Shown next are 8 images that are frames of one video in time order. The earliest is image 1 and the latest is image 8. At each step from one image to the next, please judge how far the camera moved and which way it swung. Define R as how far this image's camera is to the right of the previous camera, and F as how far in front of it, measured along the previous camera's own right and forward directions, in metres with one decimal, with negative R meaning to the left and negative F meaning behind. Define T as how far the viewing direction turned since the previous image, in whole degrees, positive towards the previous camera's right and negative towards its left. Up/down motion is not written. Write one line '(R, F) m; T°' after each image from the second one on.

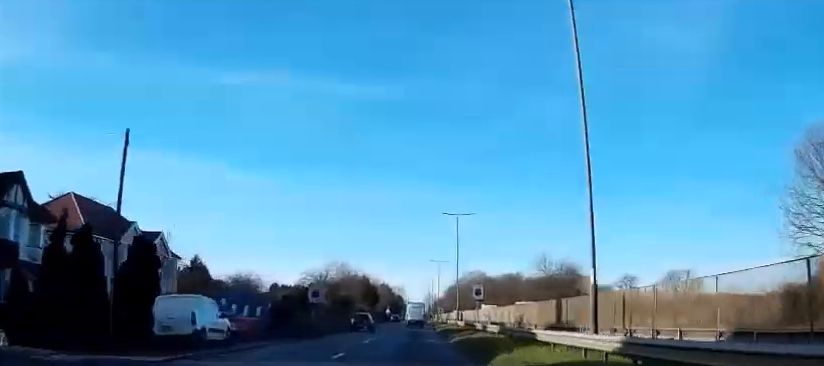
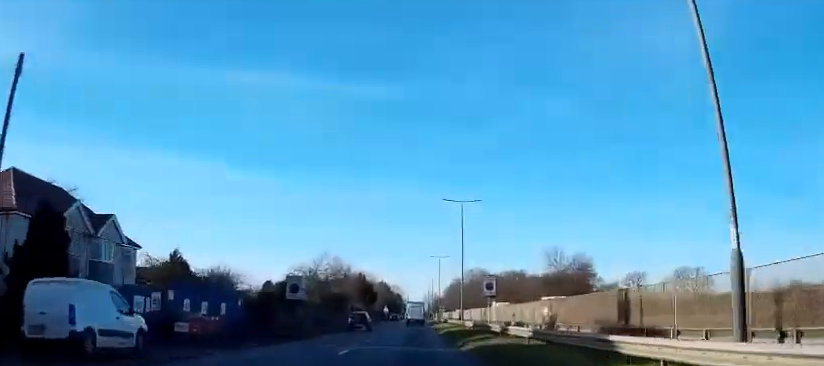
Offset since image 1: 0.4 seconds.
(0.0, +7.7) m; 0°
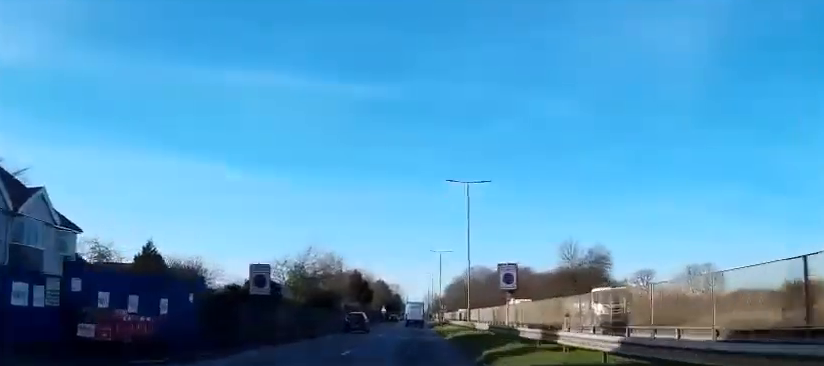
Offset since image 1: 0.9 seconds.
(0.0, +8.3) m; 0°
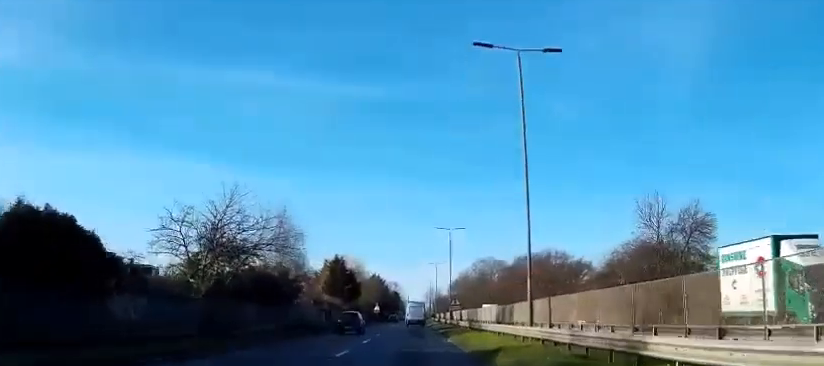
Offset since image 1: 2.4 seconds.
(0.0, +27.4) m; 0°
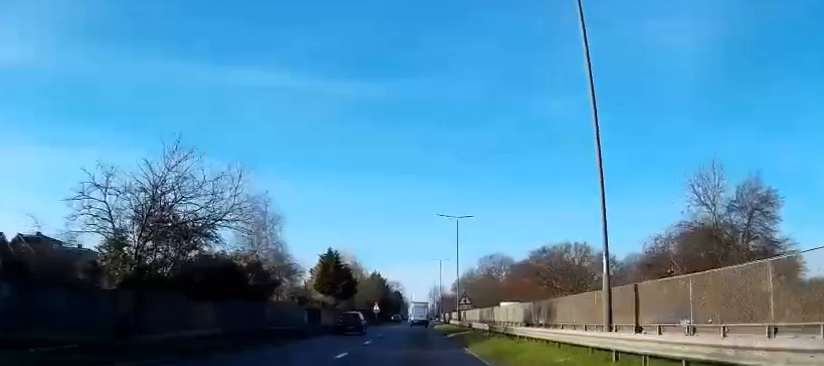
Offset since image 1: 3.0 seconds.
(0.0, +9.5) m; 0°
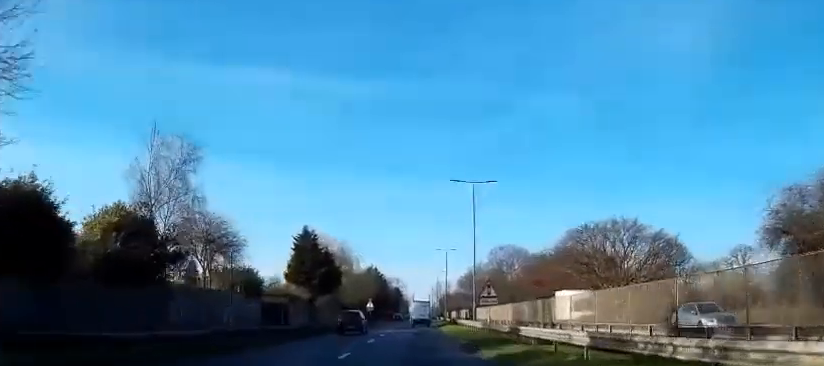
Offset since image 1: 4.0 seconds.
(0.0, +18.0) m; 0°
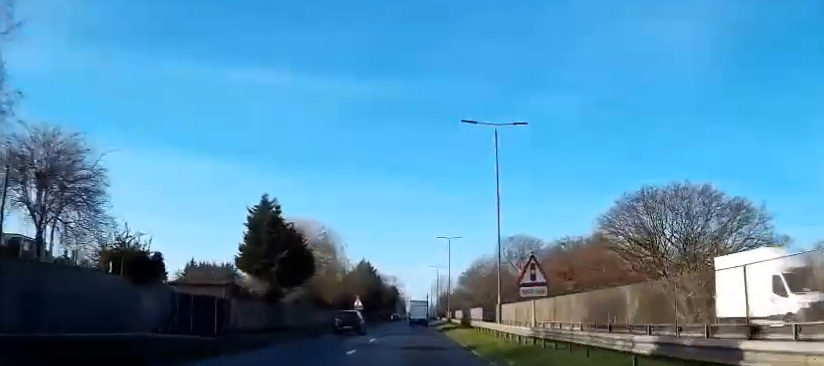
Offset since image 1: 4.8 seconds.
(0.0, +15.3) m; 0°
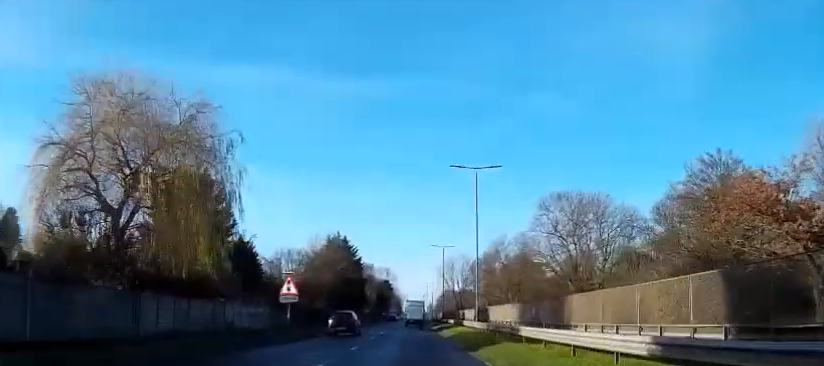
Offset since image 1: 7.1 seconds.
(0.0, +42.8) m; 0°
